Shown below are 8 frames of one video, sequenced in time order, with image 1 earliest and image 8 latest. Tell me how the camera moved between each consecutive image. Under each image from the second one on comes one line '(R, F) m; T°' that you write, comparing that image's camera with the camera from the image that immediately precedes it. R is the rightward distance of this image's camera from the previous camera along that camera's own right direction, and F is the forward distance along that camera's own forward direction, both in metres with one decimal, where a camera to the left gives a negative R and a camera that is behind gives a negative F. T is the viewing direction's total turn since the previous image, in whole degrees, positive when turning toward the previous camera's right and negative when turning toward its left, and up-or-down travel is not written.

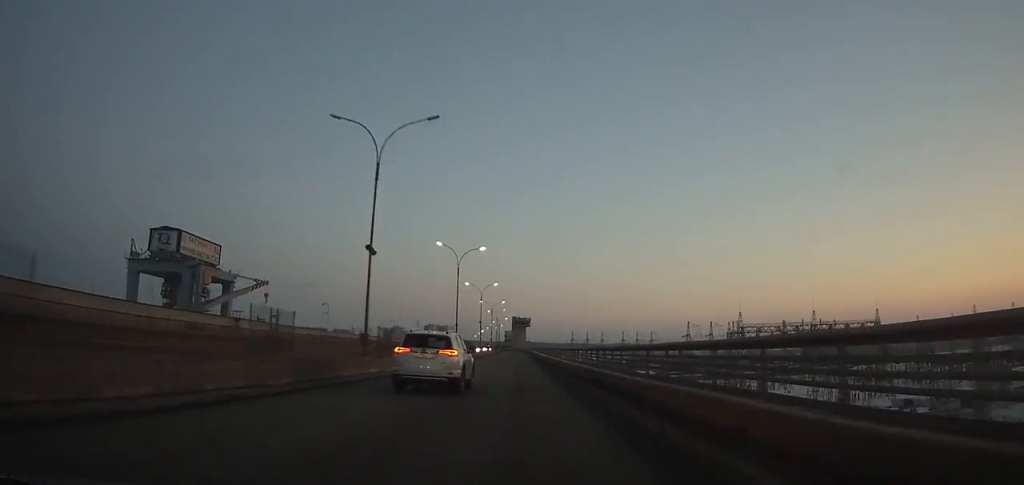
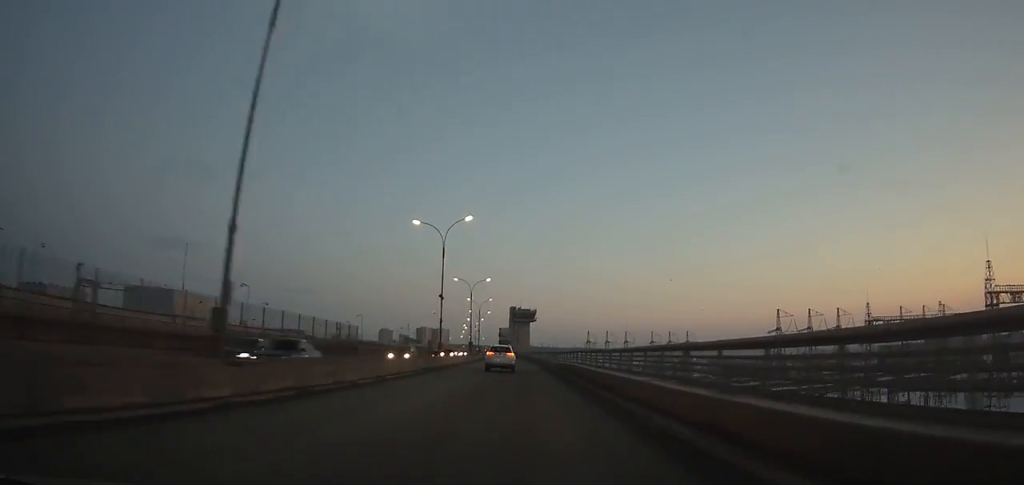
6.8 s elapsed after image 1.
(-0.2, +115.4) m; 0°
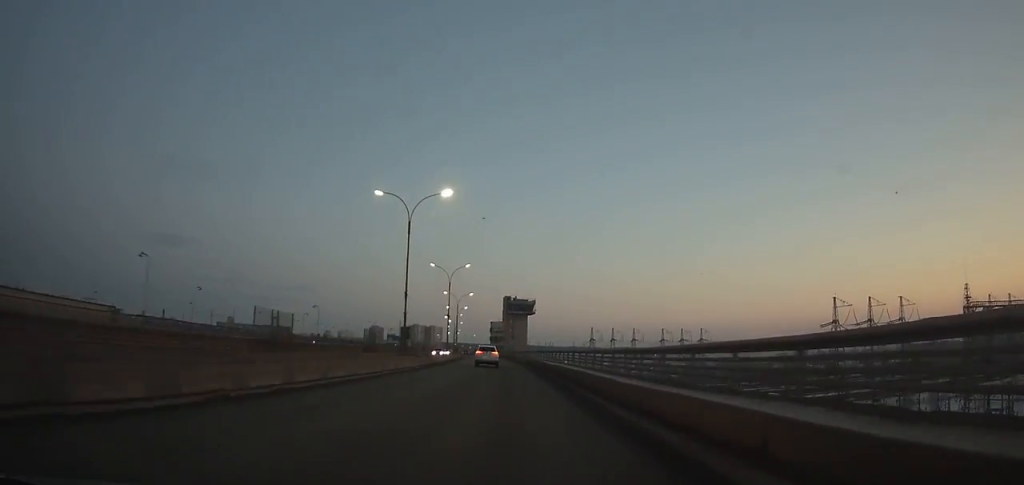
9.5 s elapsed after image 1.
(-0.2, +44.8) m; -1°
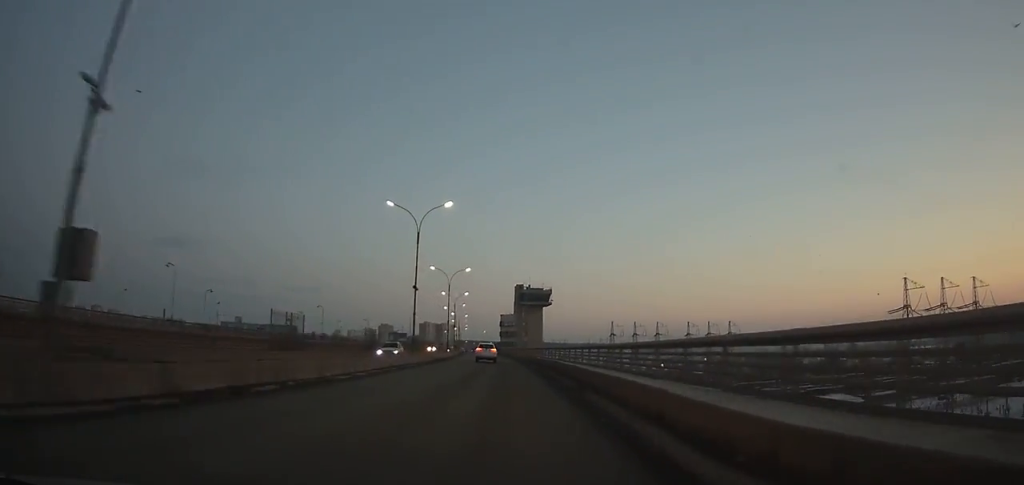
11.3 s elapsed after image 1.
(-0.1, +29.6) m; -1°
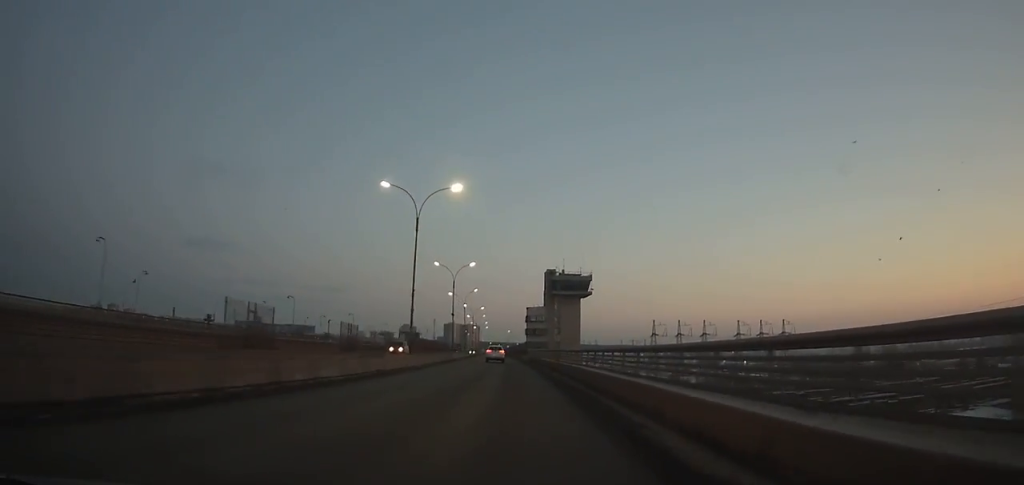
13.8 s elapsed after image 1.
(-0.7, +40.8) m; -2°
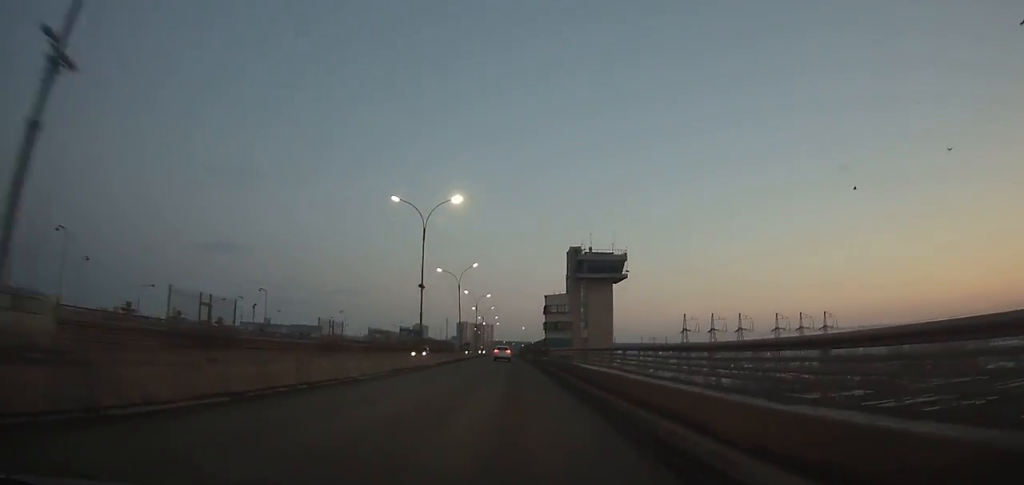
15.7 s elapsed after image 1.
(-0.5, +30.8) m; -1°
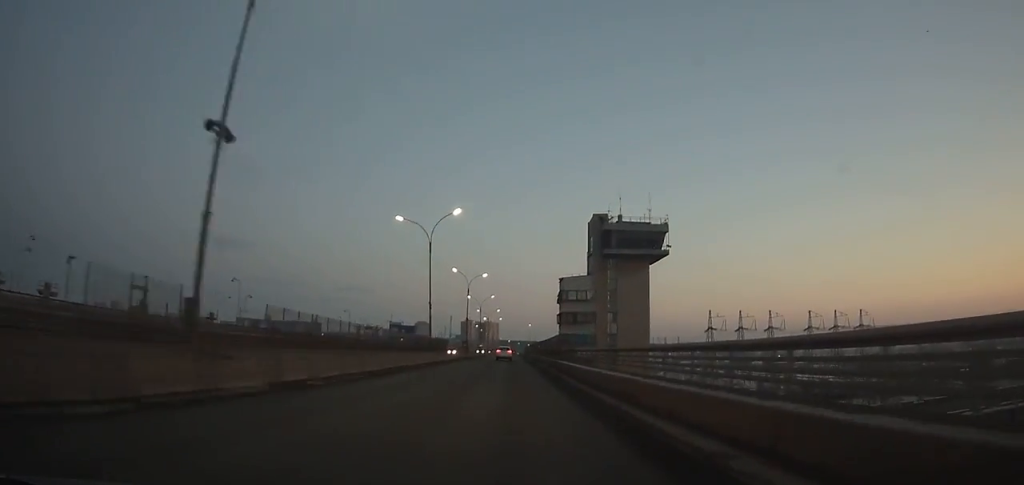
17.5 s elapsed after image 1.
(-0.2, +29.1) m; -1°
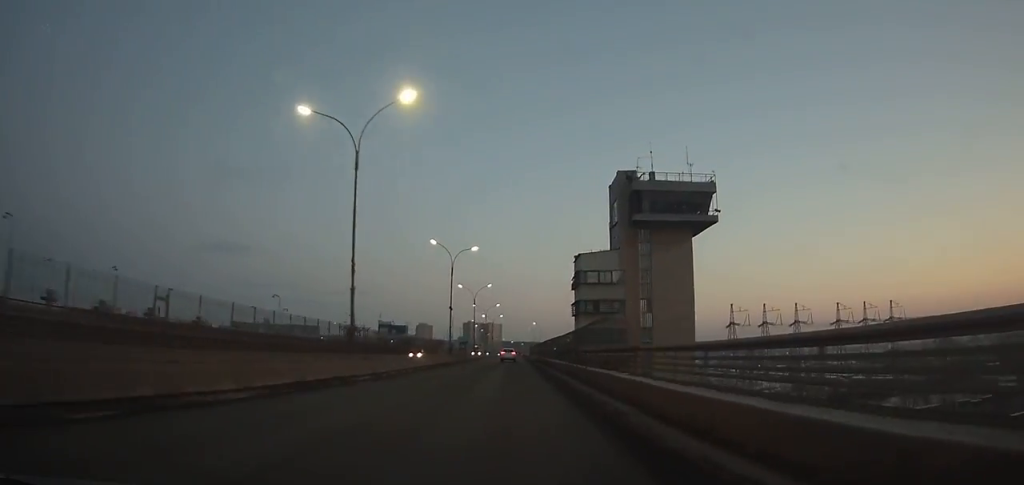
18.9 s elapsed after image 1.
(-0.1, +22.6) m; 0°
